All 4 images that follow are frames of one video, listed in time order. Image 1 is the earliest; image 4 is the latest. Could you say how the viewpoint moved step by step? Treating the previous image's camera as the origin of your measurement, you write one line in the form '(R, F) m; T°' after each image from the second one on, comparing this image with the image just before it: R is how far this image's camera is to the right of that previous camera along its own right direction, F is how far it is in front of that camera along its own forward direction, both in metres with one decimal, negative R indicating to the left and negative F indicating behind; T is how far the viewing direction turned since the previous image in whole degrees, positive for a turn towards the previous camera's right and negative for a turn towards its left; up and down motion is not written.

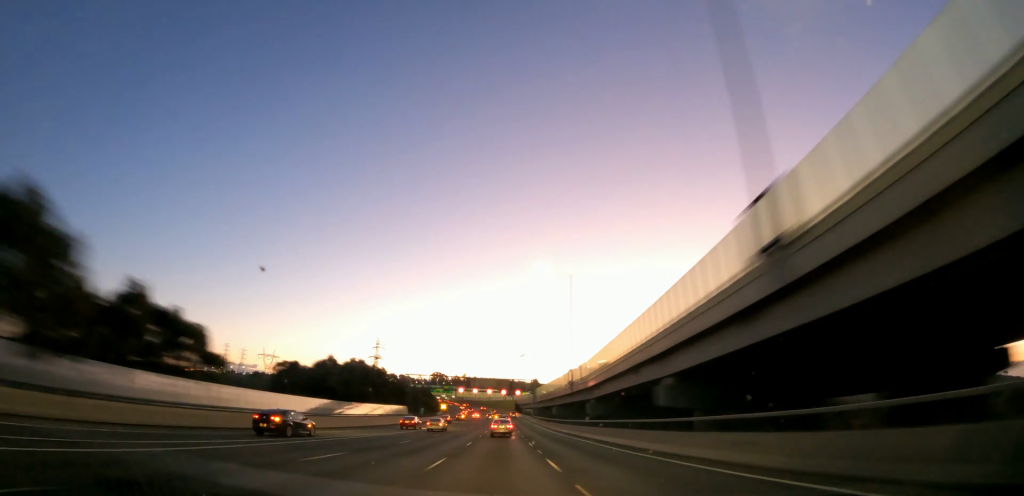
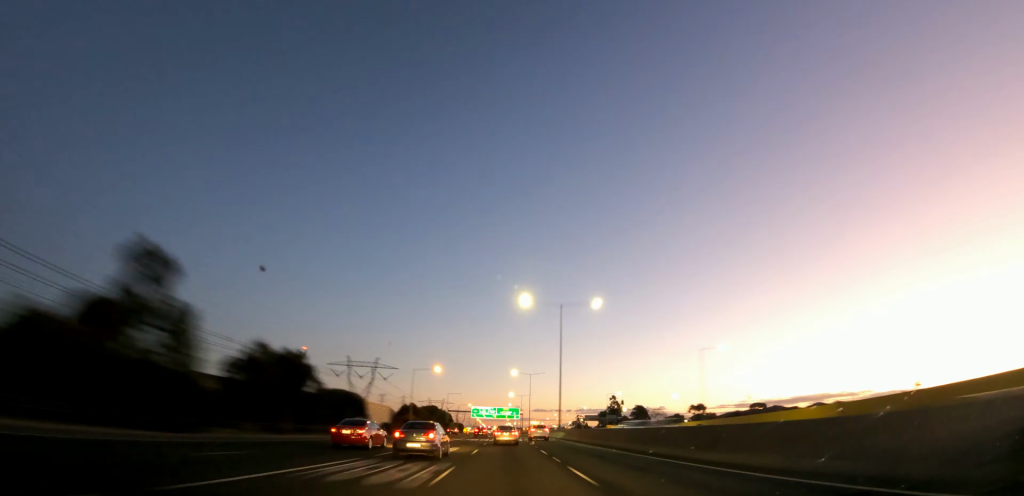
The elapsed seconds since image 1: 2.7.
(+0.7, +77.6) m; +2°
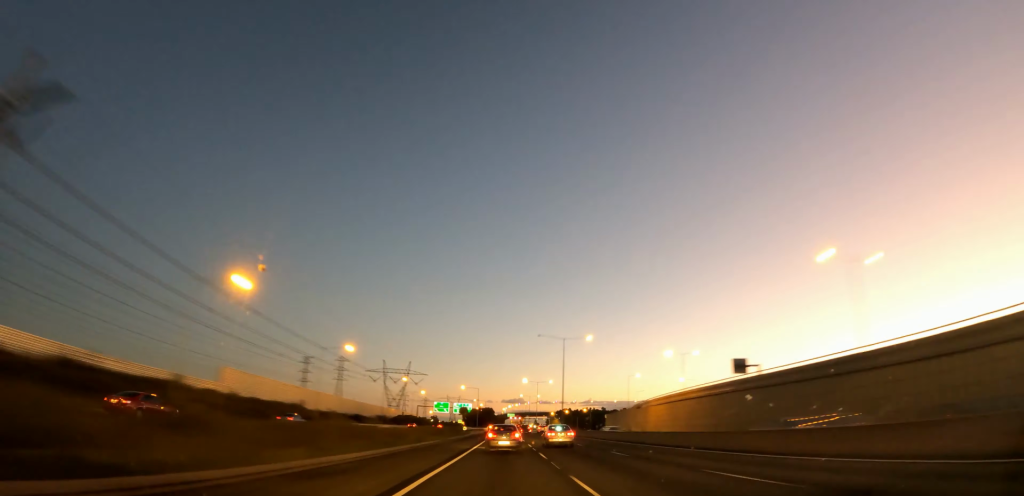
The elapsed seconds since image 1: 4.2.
(0.0, +43.9) m; +1°
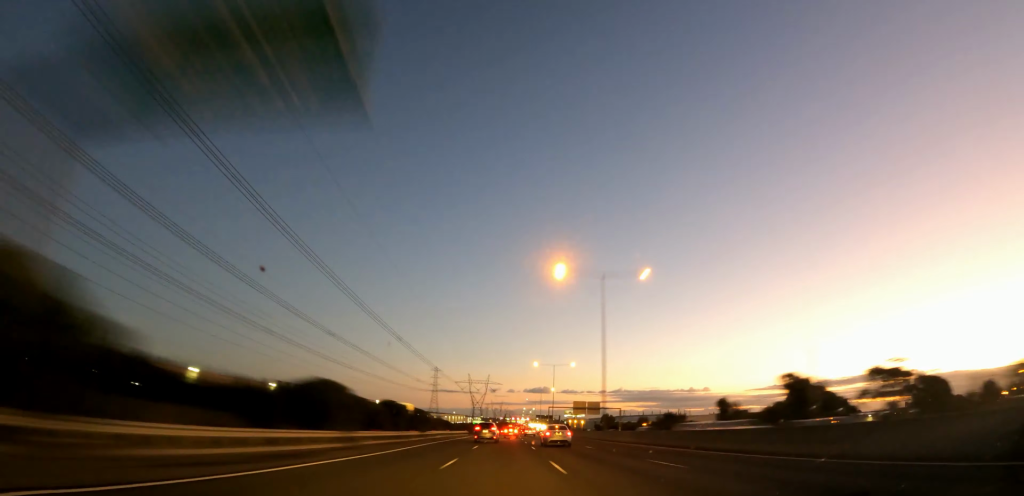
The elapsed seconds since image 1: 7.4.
(+3.5, +94.5) m; +2°
